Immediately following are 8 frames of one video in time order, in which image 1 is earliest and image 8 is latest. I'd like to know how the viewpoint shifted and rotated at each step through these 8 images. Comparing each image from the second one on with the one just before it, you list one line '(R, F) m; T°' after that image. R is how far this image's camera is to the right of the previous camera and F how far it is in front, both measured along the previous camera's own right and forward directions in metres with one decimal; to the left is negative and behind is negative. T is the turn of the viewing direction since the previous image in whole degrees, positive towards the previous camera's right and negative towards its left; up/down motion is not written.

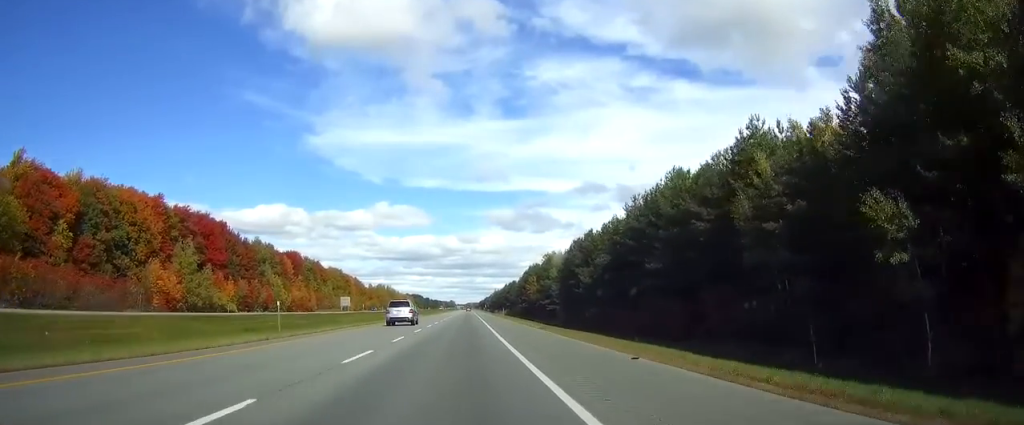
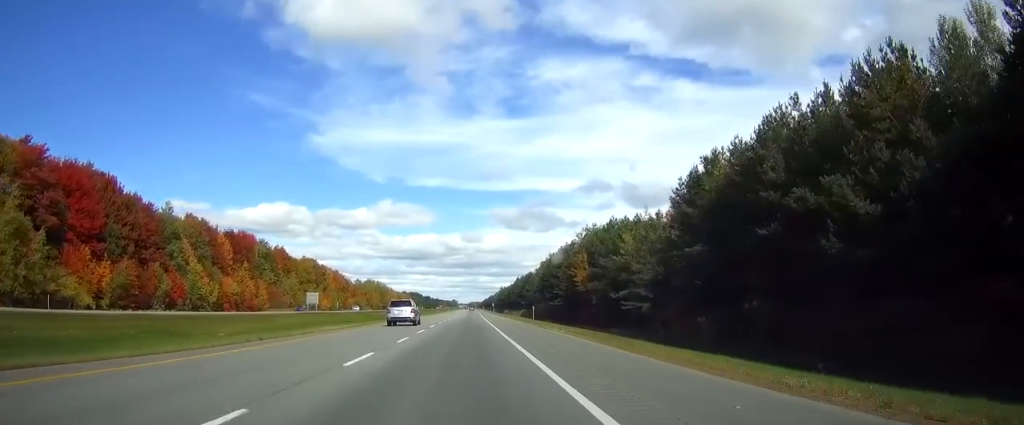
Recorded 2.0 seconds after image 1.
(0.0, +64.8) m; 0°
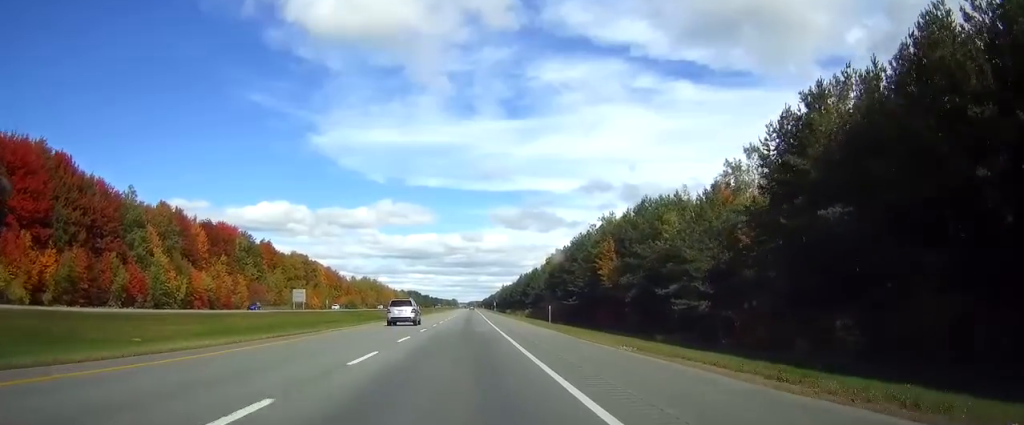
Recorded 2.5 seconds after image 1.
(0.0, +17.5) m; 0°
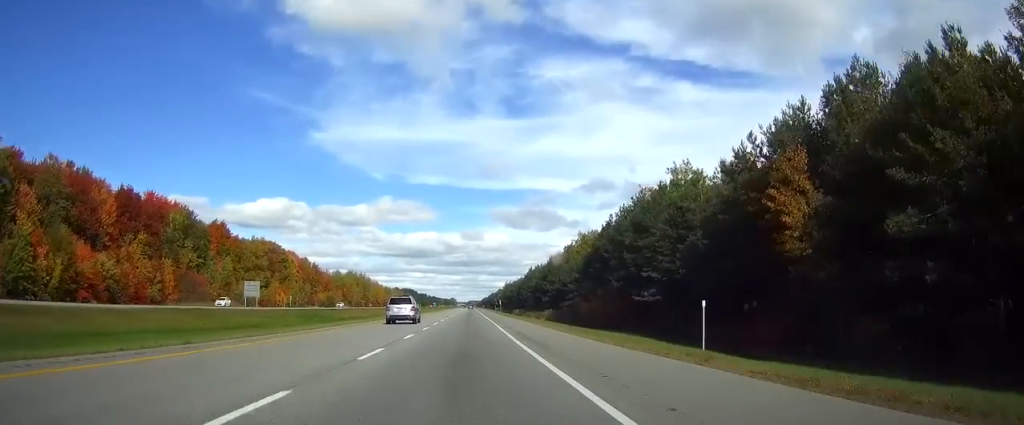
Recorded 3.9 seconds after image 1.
(0.0, +44.9) m; 0°
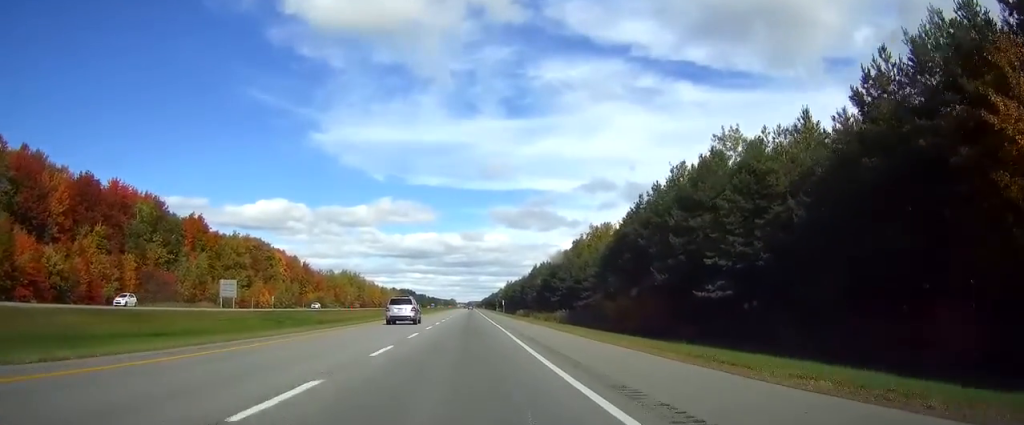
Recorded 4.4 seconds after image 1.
(0.0, +16.4) m; 0°
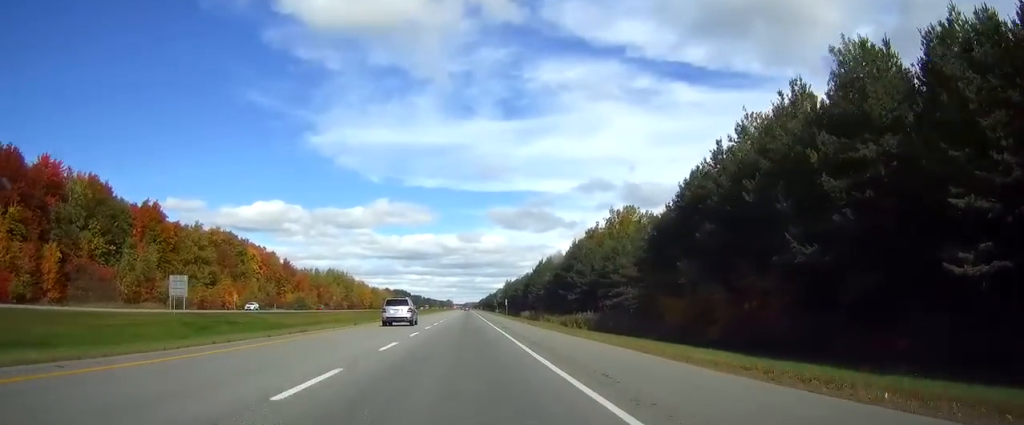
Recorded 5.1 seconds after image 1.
(0.0, +25.1) m; 0°
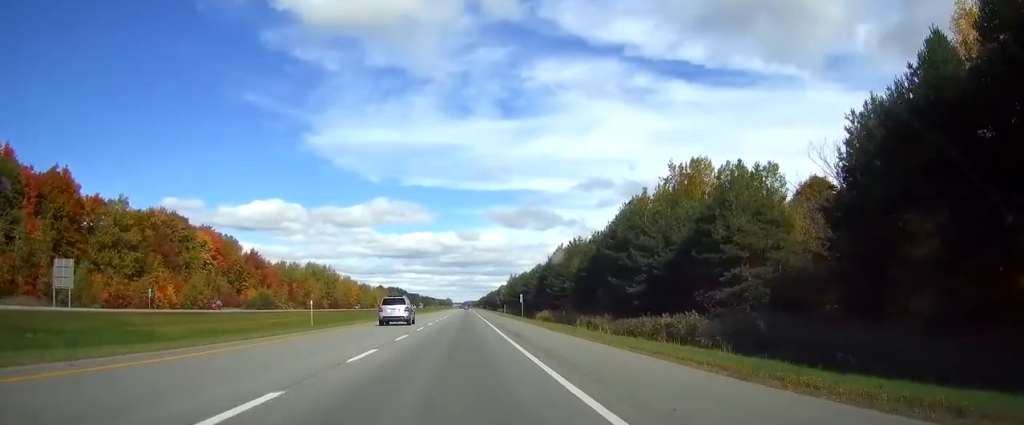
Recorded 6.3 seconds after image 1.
(0.0, +39.2) m; 0°
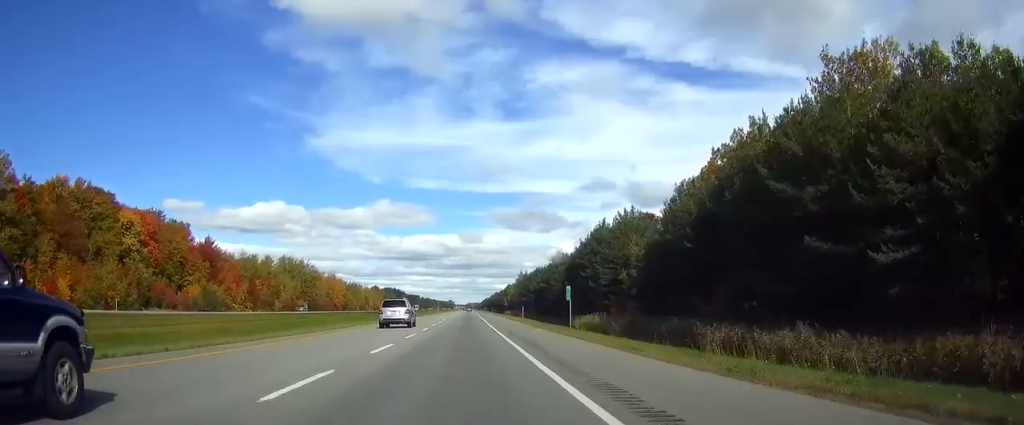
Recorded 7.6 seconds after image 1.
(0.0, +41.3) m; 0°
